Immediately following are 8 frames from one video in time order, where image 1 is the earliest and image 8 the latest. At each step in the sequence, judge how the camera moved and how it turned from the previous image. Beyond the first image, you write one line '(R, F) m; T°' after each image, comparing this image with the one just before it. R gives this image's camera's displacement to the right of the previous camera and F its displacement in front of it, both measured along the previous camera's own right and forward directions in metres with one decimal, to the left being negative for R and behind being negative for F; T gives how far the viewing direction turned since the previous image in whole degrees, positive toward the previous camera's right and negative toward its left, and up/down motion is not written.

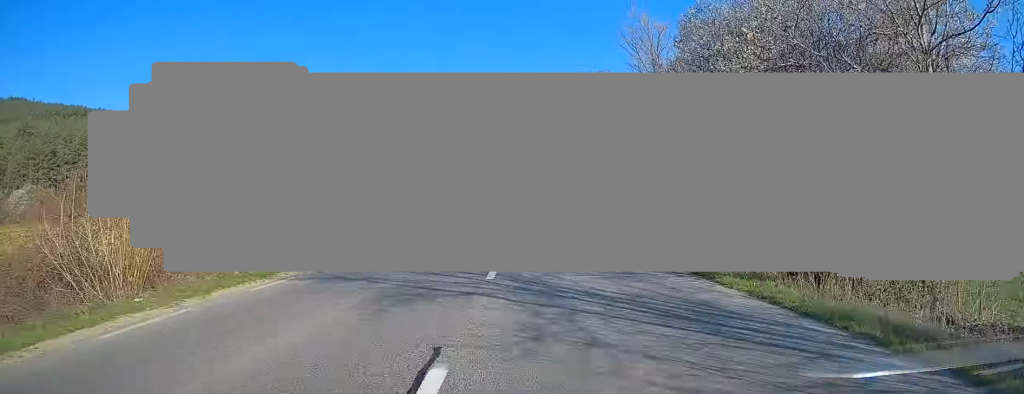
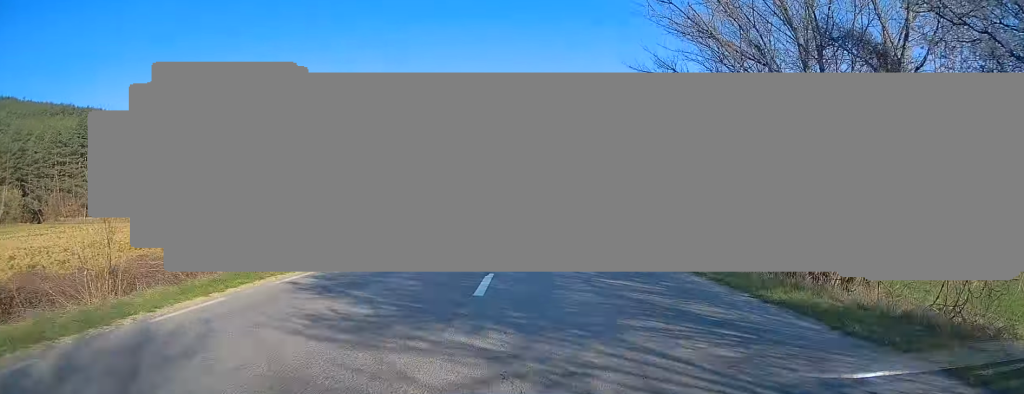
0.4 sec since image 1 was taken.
(-0.2, +11.0) m; 0°
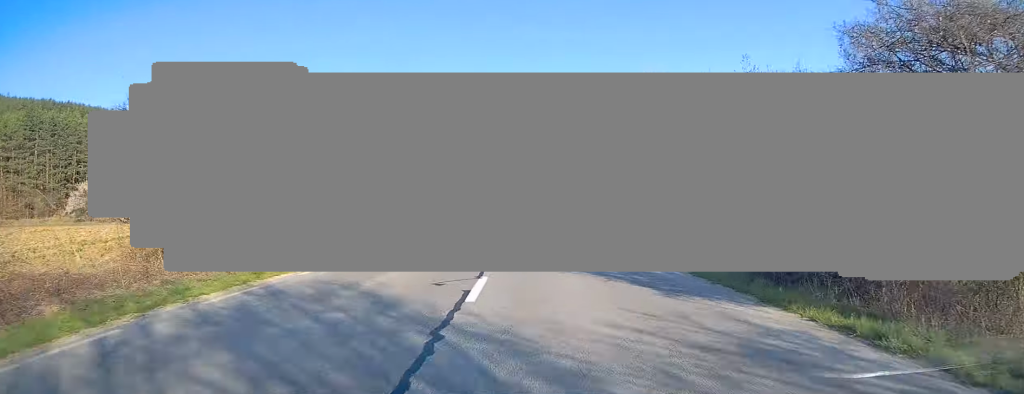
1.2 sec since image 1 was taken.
(-0.2, +18.6) m; 0°
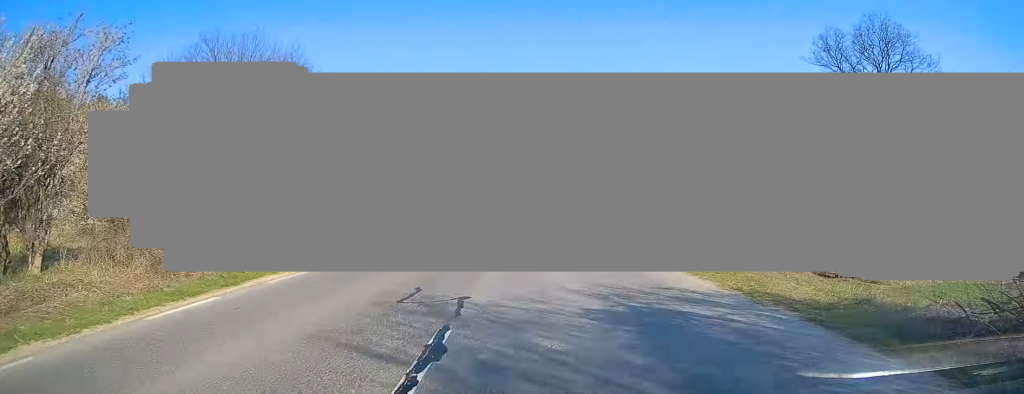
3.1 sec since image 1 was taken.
(+0.2, +49.8) m; 0°
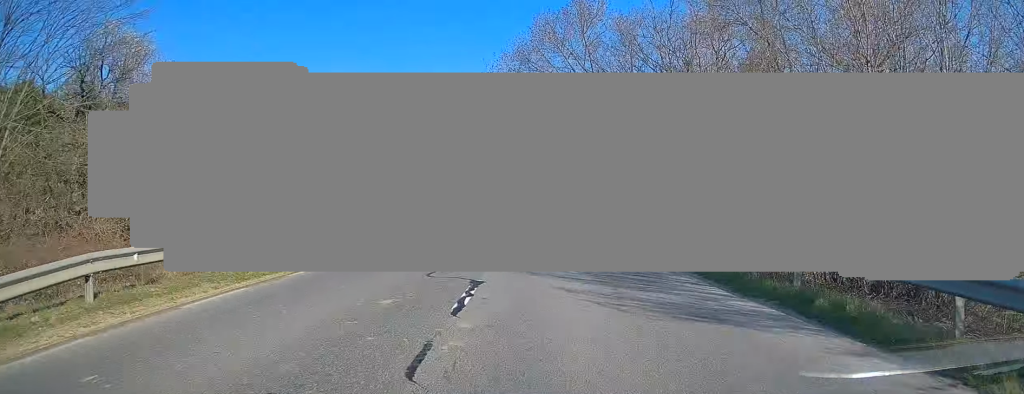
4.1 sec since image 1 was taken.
(+0.1, +23.2) m; 0°
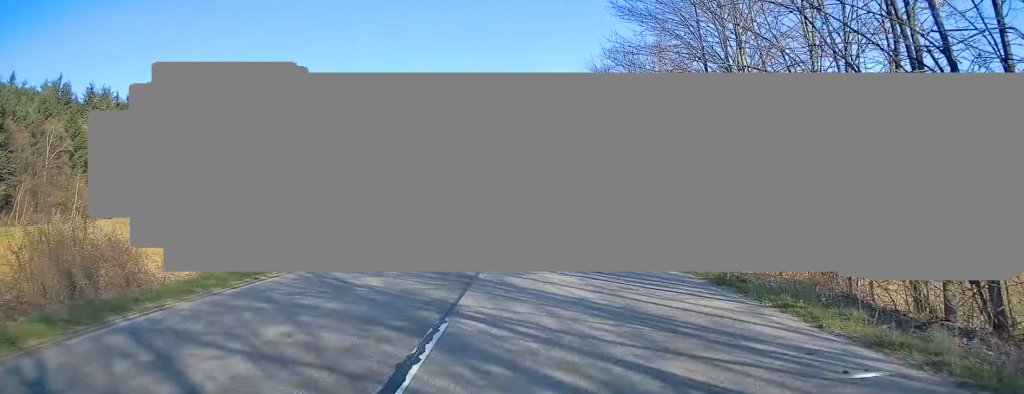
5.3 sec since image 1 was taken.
(-0.1, +30.4) m; 0°
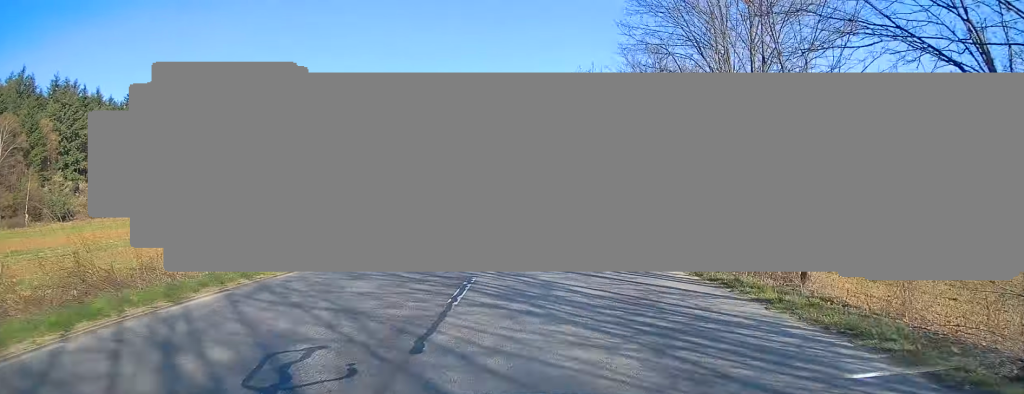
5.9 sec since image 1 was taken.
(0.0, +14.1) m; 0°
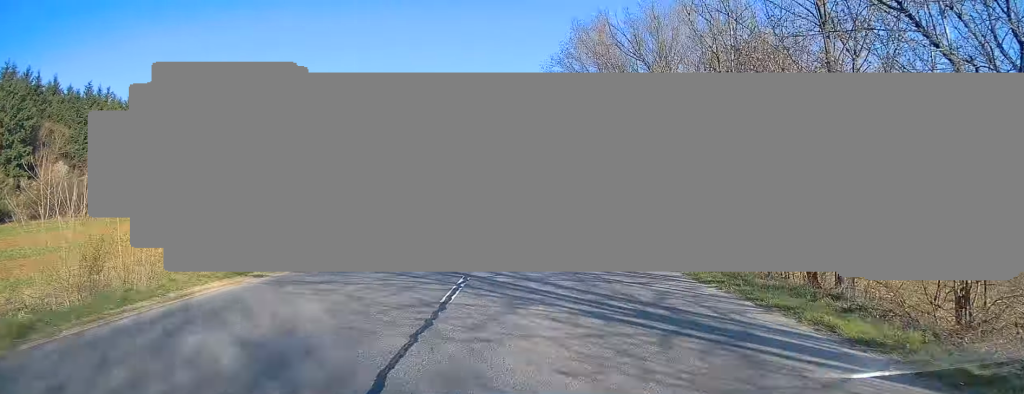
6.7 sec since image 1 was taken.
(+0.2, +17.6) m; 0°
